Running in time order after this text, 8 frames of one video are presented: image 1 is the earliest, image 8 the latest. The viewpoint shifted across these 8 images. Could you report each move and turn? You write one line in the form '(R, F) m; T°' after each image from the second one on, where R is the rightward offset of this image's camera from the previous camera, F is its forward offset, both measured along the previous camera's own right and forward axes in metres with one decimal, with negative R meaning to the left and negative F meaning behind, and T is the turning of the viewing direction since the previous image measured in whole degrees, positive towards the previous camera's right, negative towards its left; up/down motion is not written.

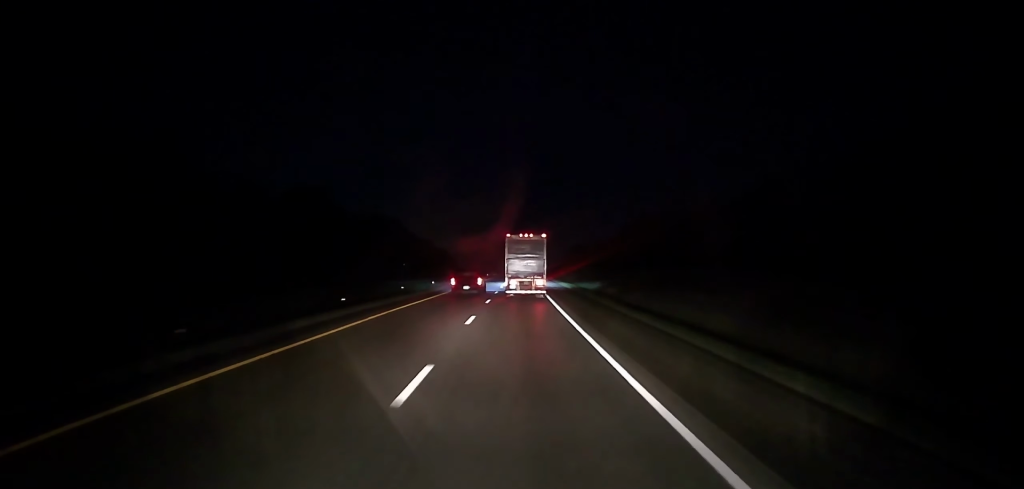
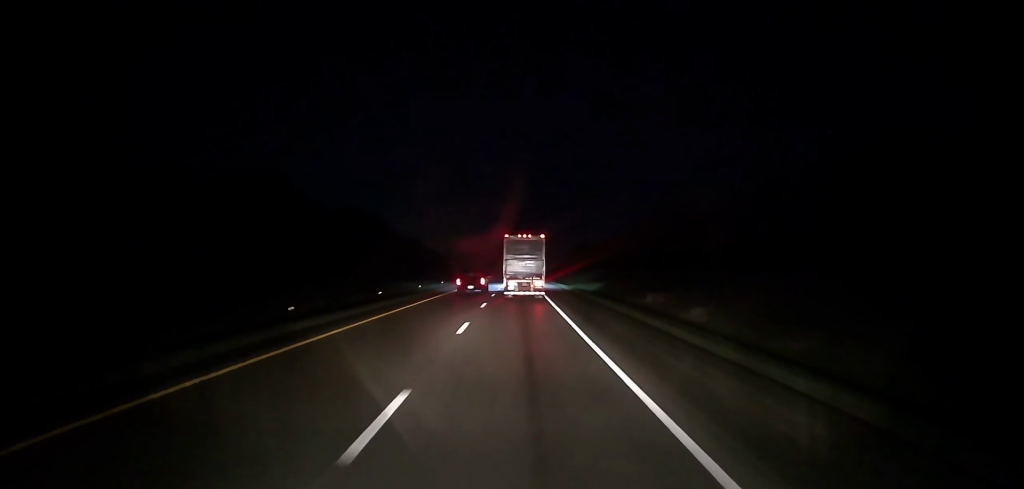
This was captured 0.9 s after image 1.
(0.0, +26.5) m; 0°
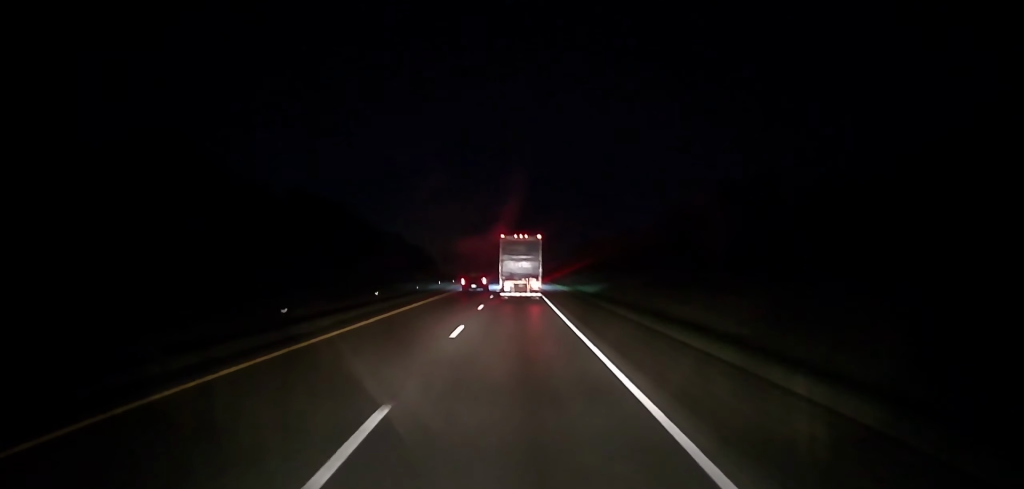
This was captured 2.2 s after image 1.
(+0.4, +35.9) m; +1°
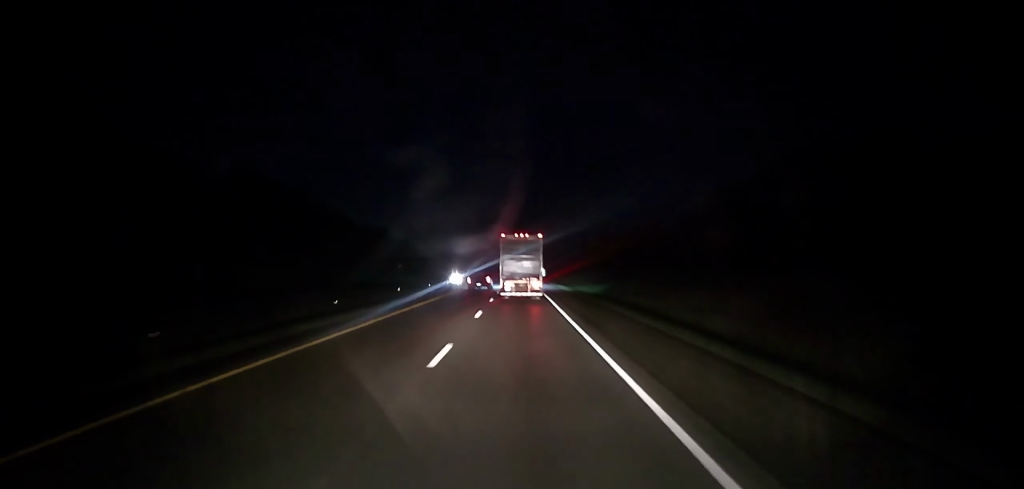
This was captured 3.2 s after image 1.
(+0.1, +28.1) m; 0°
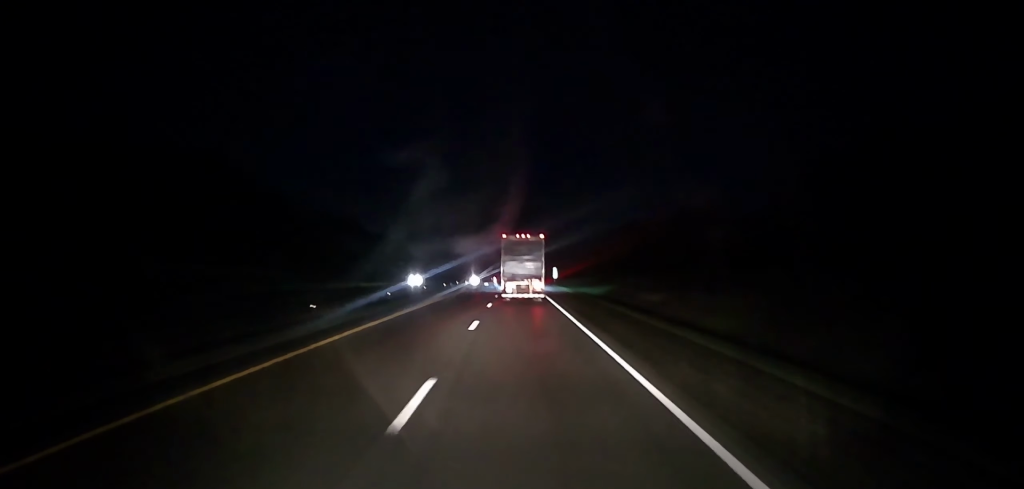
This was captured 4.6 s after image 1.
(-0.1, +41.1) m; 0°
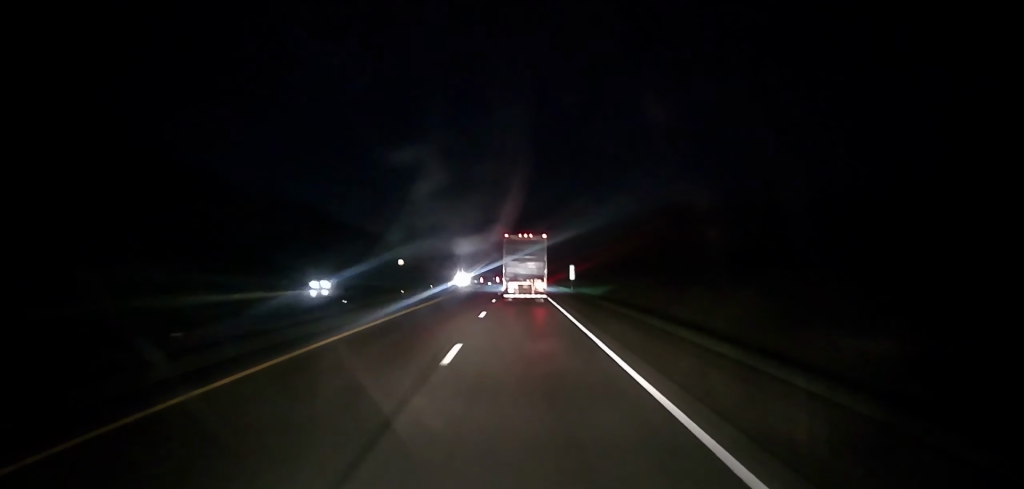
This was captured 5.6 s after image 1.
(0.0, +33.6) m; 0°
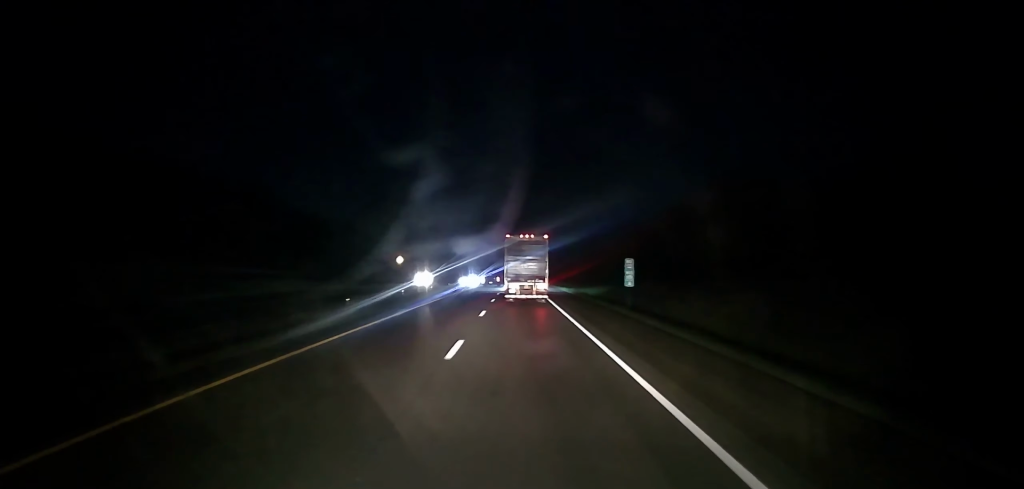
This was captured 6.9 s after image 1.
(+0.2, +36.7) m; 0°
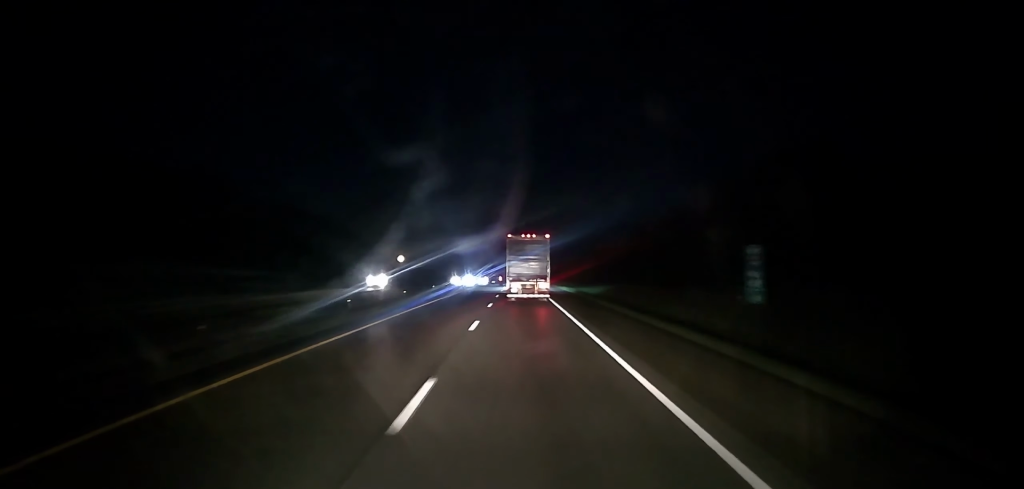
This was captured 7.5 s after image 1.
(0.0, +18.6) m; 0°
